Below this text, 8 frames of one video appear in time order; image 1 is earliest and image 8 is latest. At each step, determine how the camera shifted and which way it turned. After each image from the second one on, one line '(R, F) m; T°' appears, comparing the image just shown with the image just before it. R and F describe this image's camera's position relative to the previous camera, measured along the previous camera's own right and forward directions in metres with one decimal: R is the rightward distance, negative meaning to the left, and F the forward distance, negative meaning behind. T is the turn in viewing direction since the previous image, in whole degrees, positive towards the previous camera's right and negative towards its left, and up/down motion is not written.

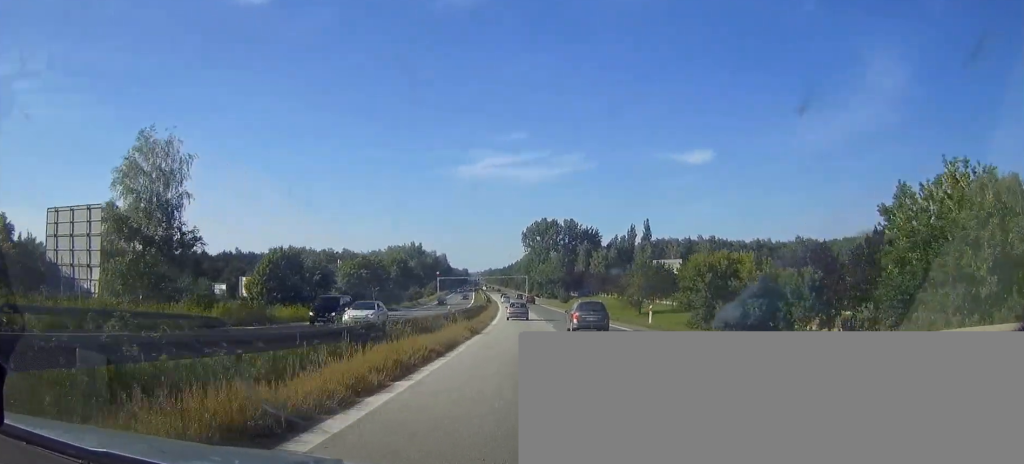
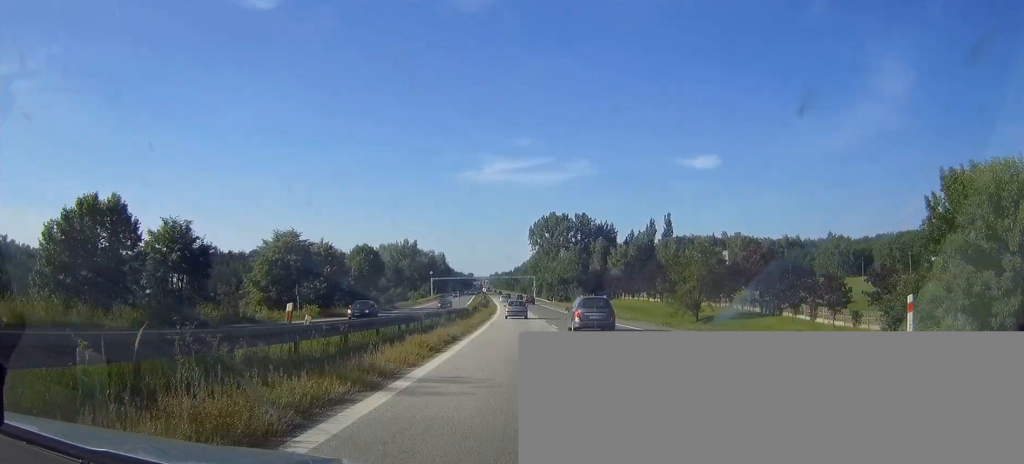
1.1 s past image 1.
(-0.2, +30.9) m; -1°
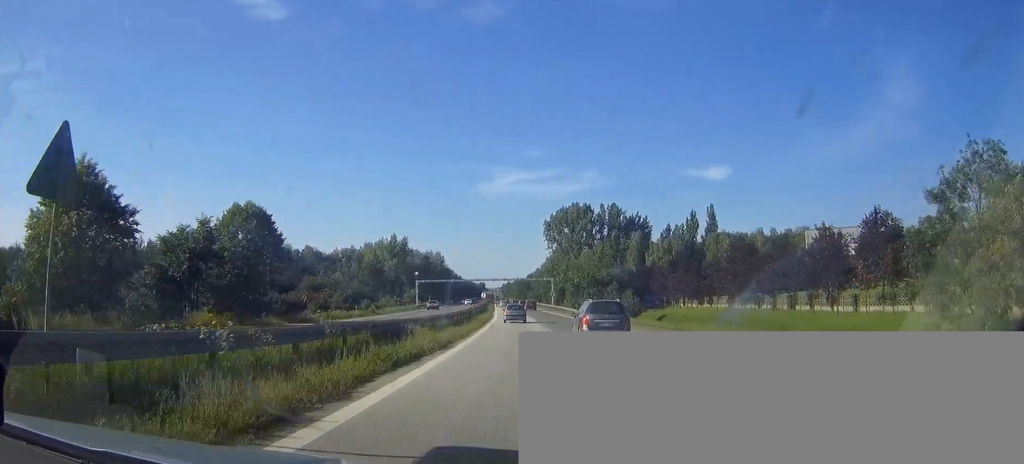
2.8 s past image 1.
(-0.4, +47.1) m; -1°
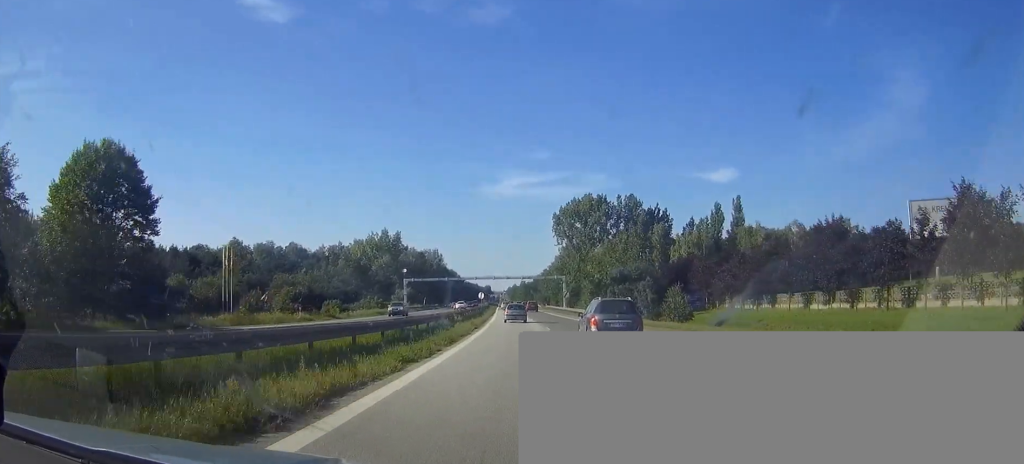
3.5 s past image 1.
(0.0, +21.9) m; -1°
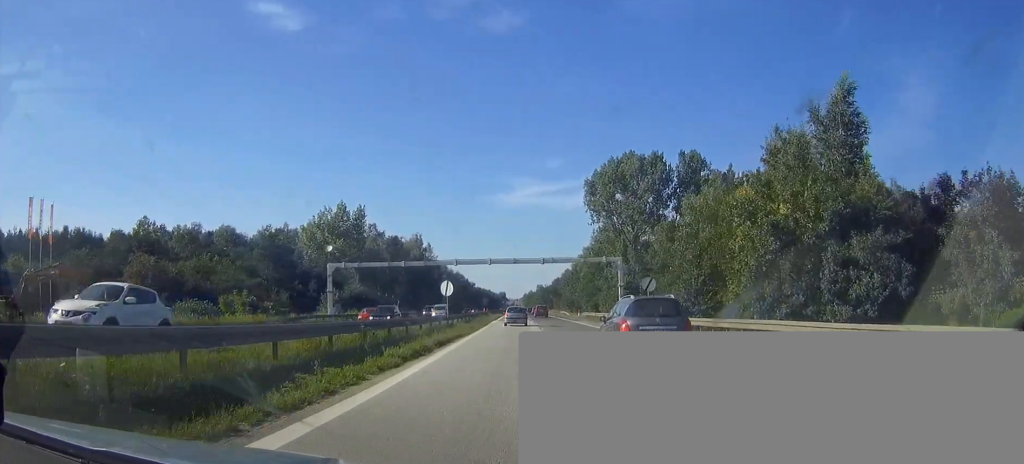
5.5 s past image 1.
(-1.2, +57.3) m; -1°
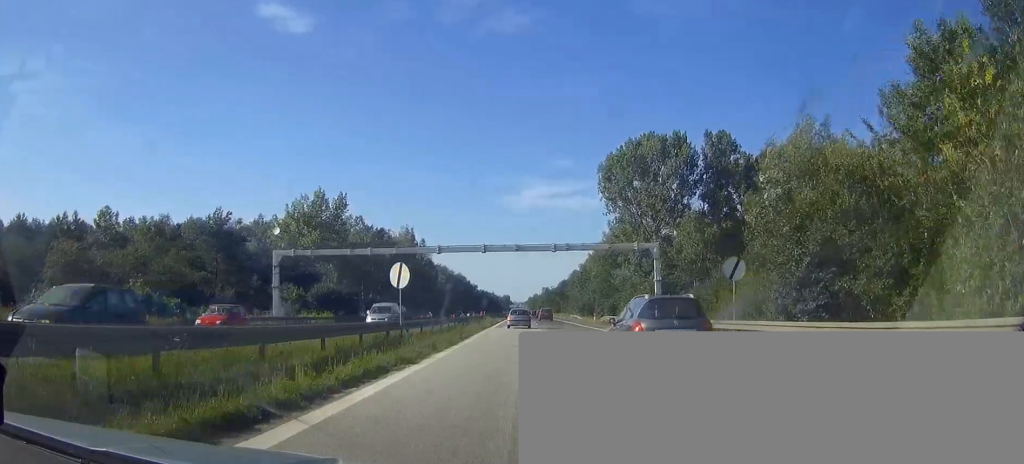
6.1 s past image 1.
(0.0, +16.7) m; 0°
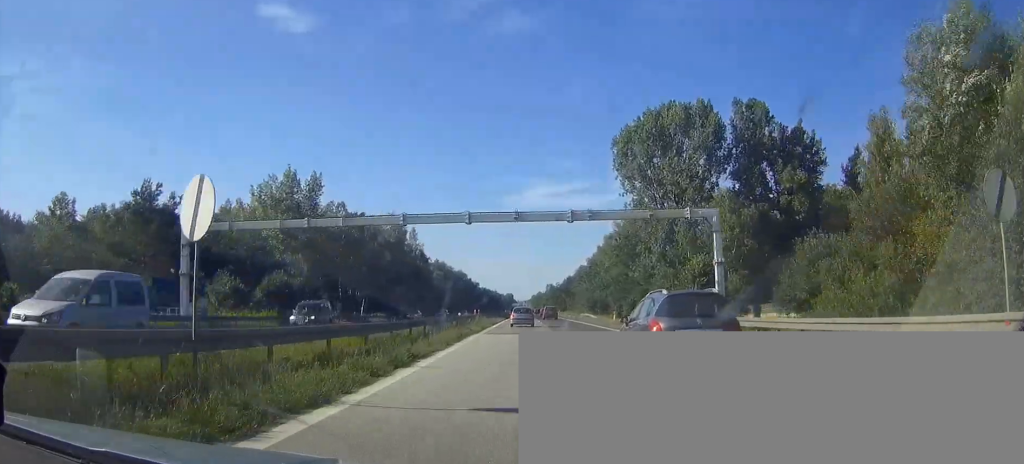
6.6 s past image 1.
(0.0, +15.8) m; 0°
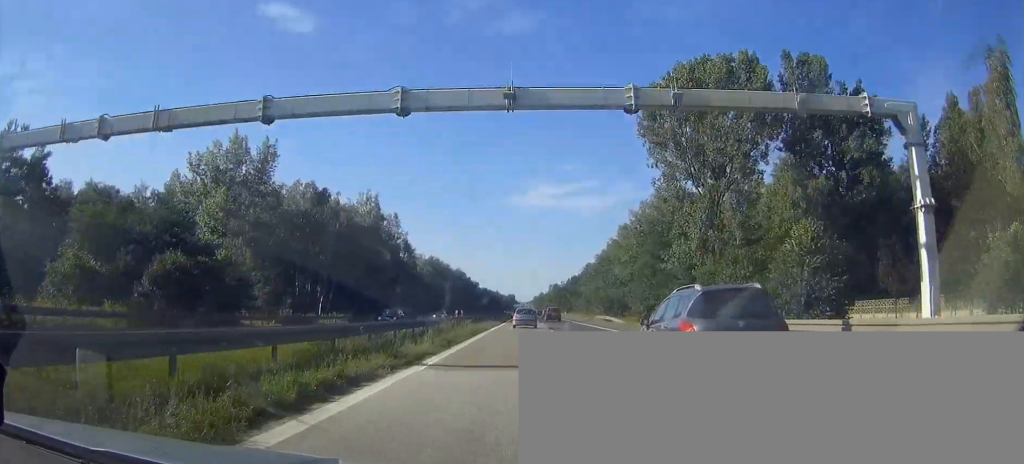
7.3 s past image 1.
(0.0, +19.8) m; 0°
